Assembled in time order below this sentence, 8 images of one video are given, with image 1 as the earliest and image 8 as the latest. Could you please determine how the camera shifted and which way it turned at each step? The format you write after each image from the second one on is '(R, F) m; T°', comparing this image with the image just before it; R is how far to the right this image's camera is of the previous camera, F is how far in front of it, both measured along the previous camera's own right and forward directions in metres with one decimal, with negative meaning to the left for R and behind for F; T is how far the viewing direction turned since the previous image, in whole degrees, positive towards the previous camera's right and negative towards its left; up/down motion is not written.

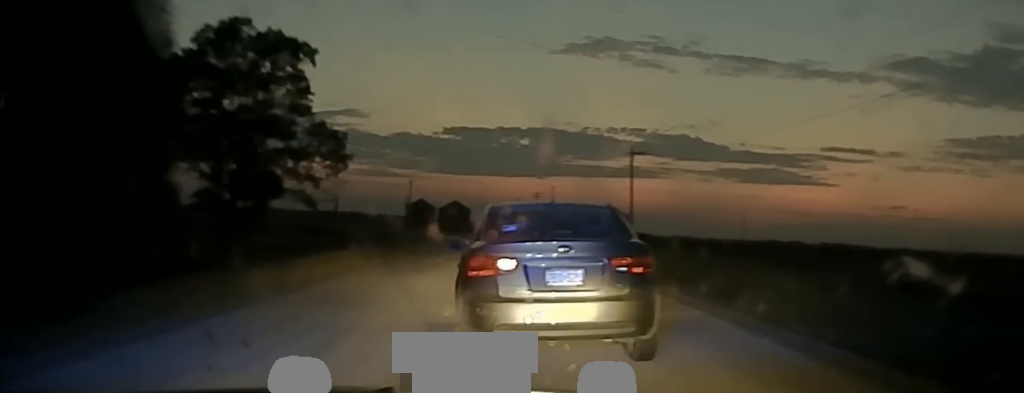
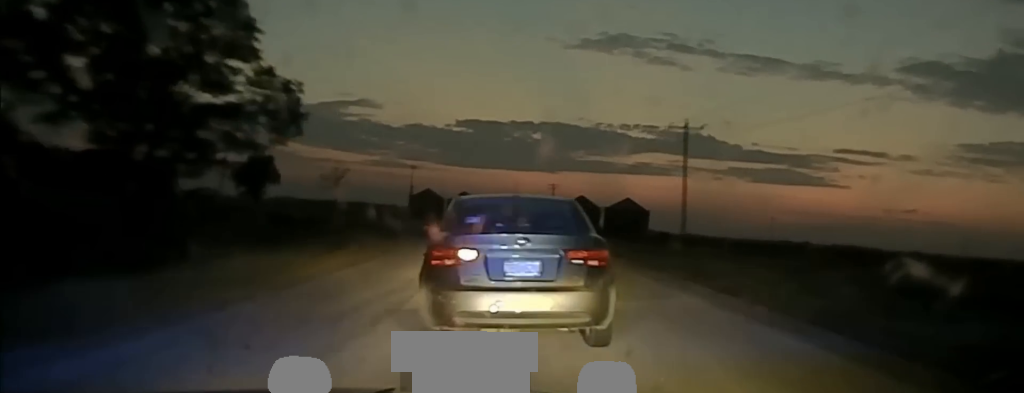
(+0.3, +20.6) m; -1°
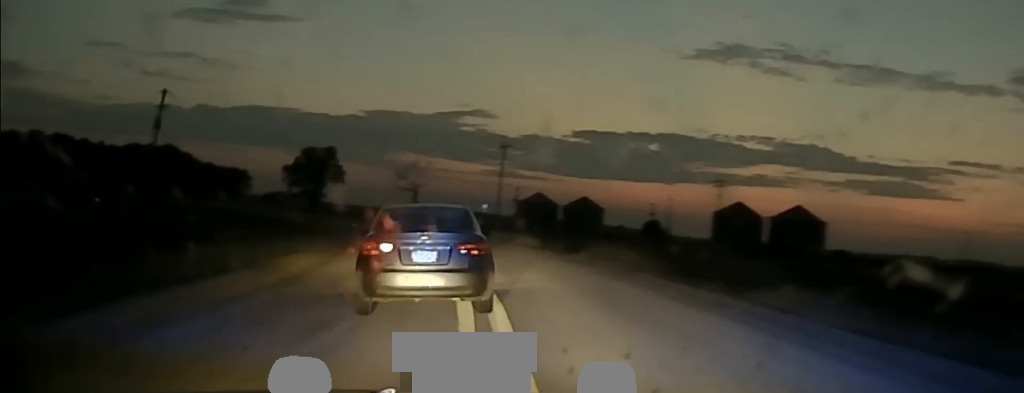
(-3.1, +56.6) m; -8°
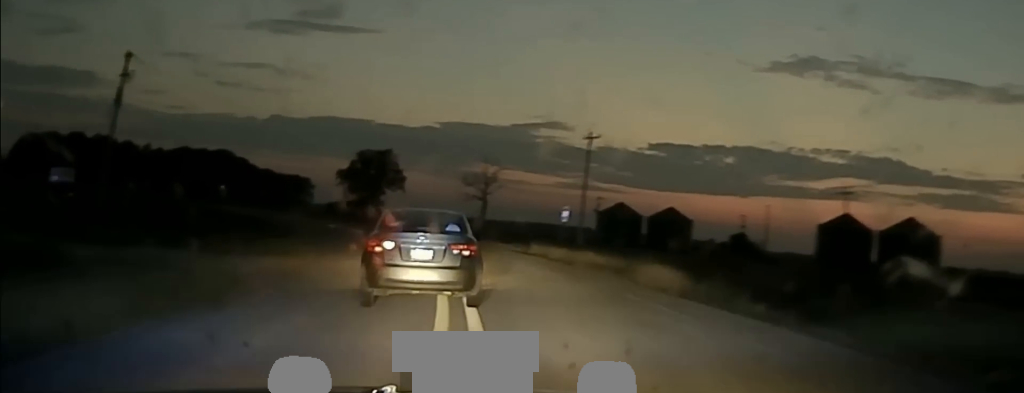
(+0.2, +21.0) m; -5°
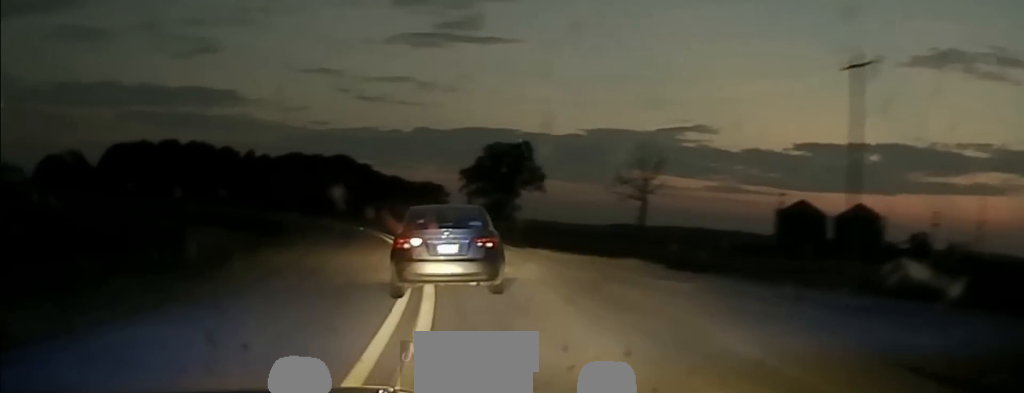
(-3.2, +31.9) m; -10°
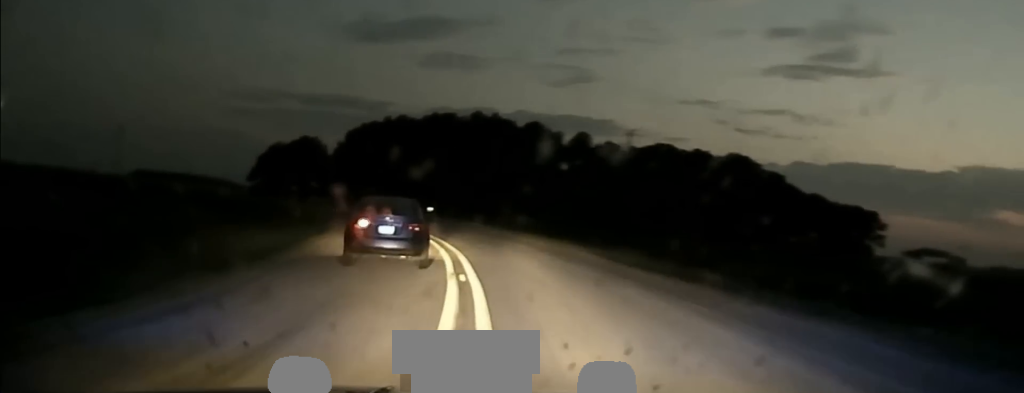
(-22.7, +93.5) m; -25°
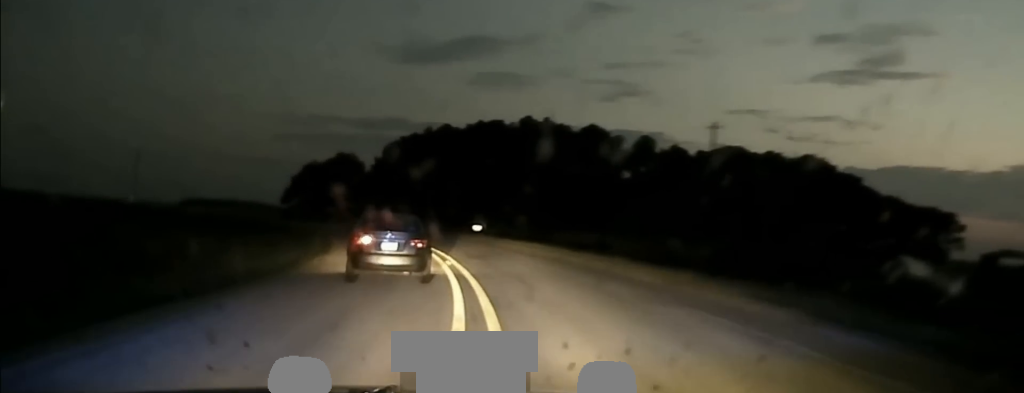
(-0.7, +14.1) m; -3°
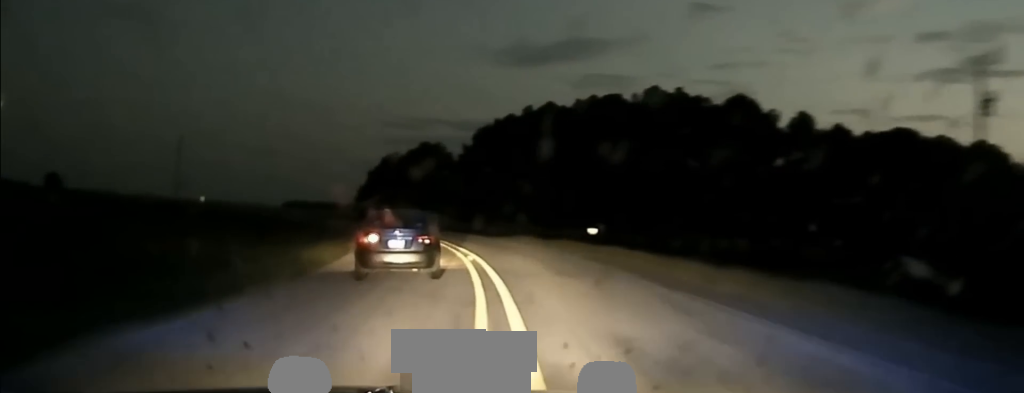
(-0.1, +24.3) m; -4°
